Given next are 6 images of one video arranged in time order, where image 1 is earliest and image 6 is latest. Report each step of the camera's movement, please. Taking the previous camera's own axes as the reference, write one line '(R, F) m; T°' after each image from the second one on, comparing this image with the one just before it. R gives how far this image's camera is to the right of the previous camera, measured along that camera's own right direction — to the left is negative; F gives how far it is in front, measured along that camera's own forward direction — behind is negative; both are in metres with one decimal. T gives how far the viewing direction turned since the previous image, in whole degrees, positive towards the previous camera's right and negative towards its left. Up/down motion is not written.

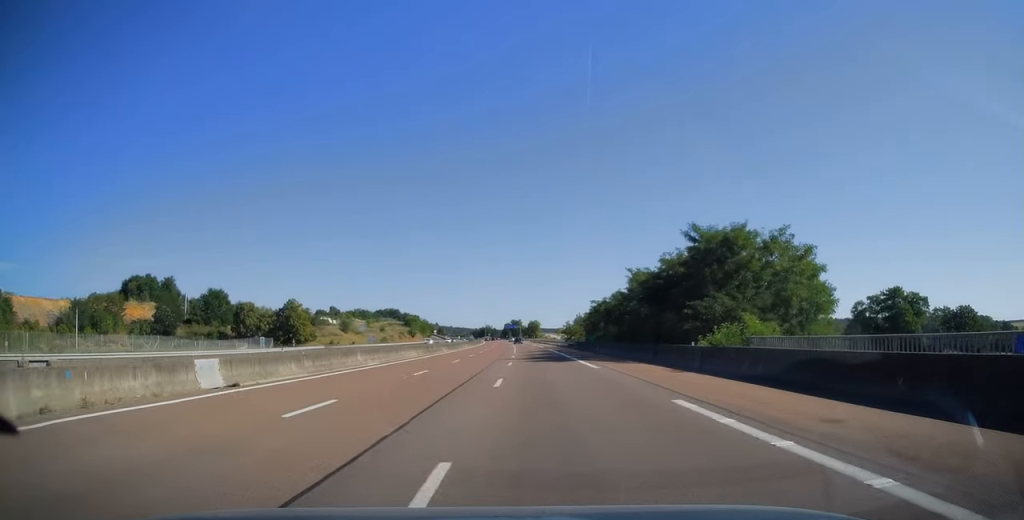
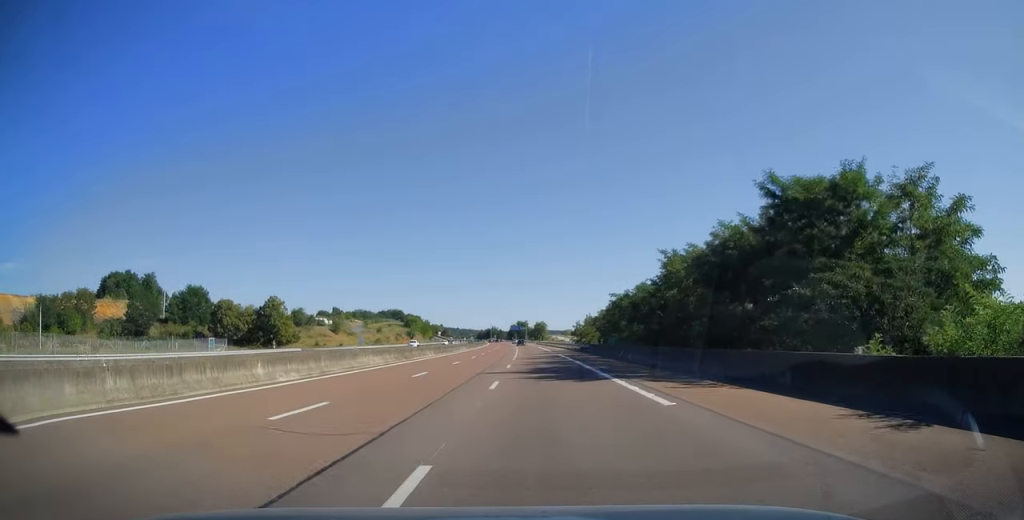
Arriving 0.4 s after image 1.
(0.0, +13.1) m; -1°
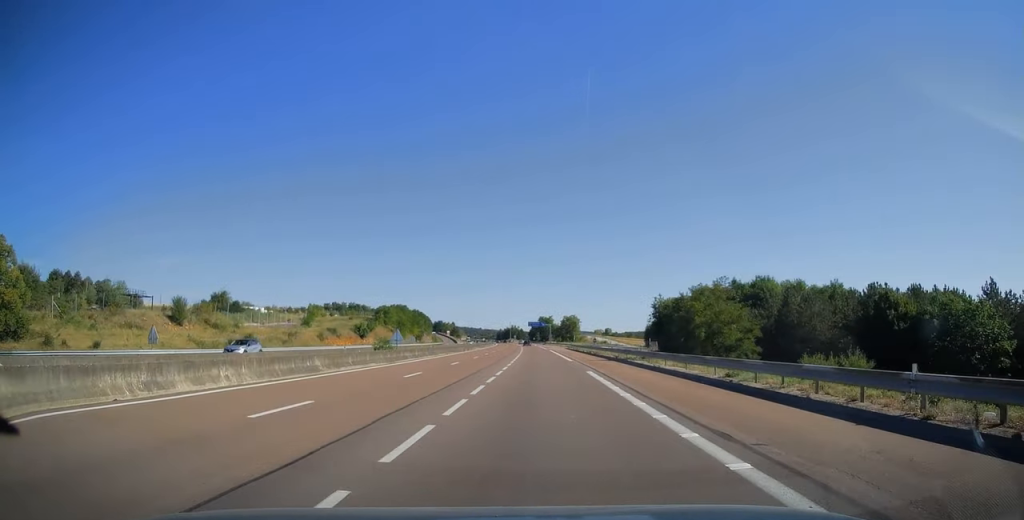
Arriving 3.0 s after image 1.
(-1.9, +77.4) m; -2°
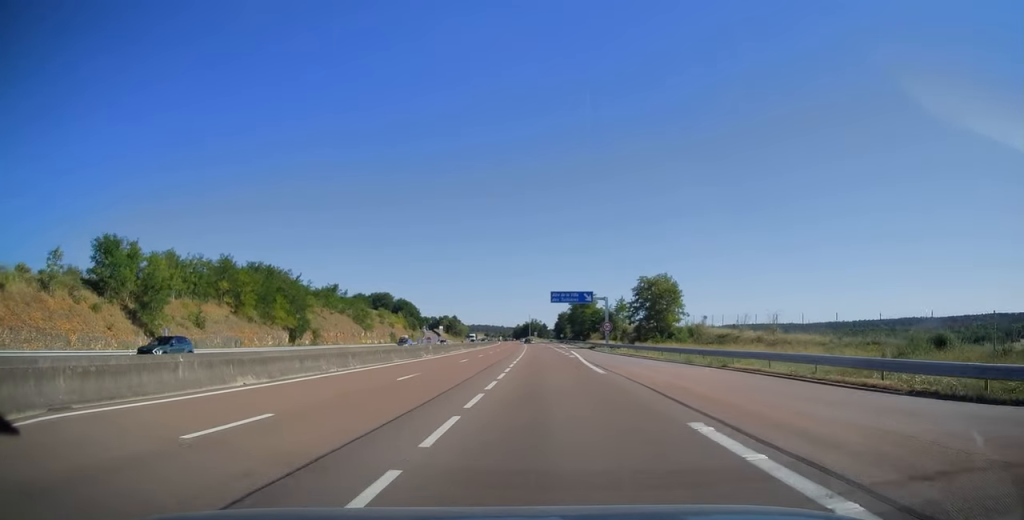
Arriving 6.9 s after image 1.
(-2.6, +119.6) m; -2°
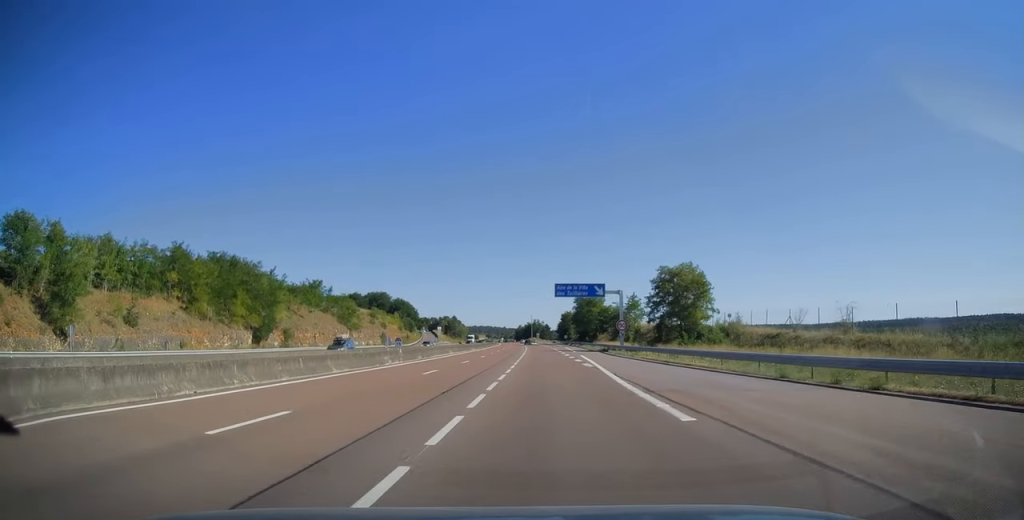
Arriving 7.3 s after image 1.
(-0.1, +12.6) m; 0°
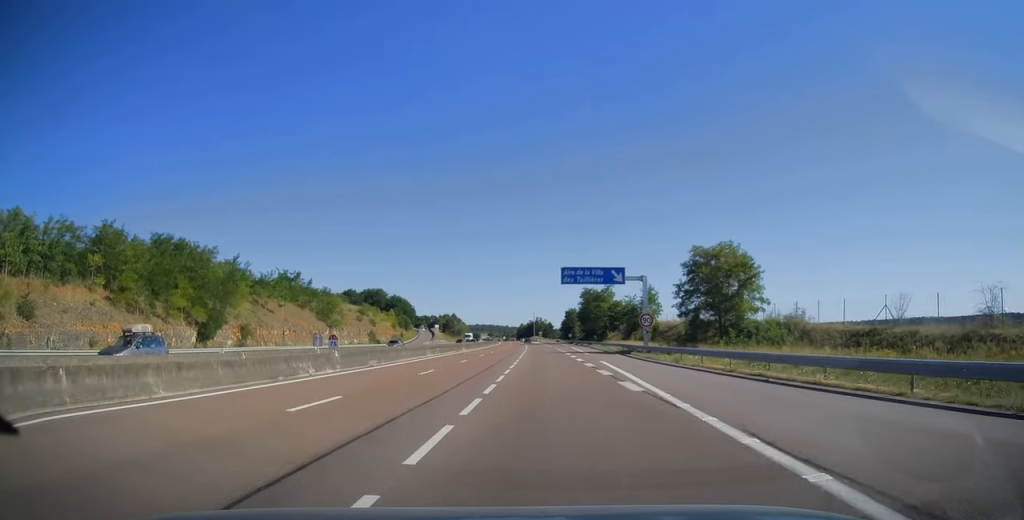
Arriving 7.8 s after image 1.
(0.0, +14.2) m; 0°
